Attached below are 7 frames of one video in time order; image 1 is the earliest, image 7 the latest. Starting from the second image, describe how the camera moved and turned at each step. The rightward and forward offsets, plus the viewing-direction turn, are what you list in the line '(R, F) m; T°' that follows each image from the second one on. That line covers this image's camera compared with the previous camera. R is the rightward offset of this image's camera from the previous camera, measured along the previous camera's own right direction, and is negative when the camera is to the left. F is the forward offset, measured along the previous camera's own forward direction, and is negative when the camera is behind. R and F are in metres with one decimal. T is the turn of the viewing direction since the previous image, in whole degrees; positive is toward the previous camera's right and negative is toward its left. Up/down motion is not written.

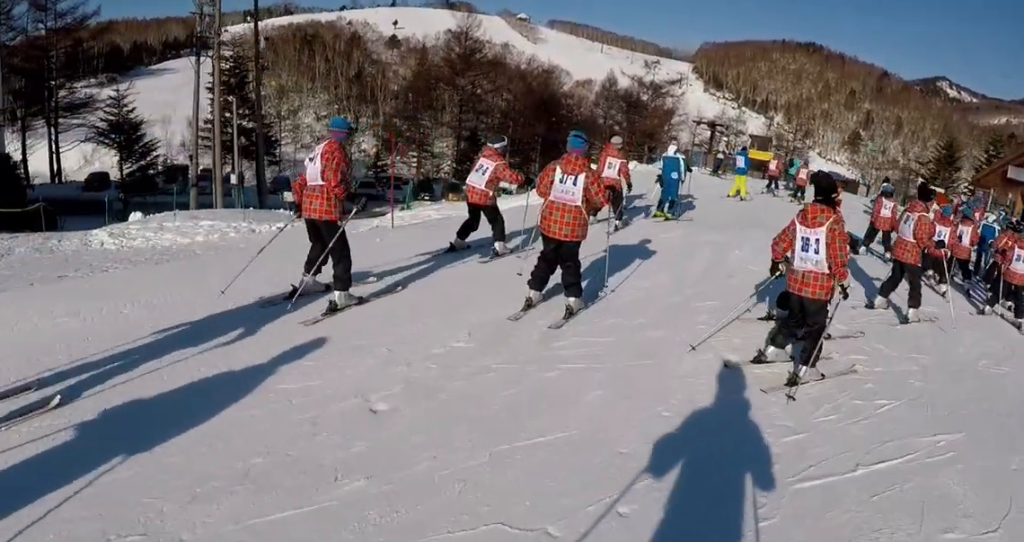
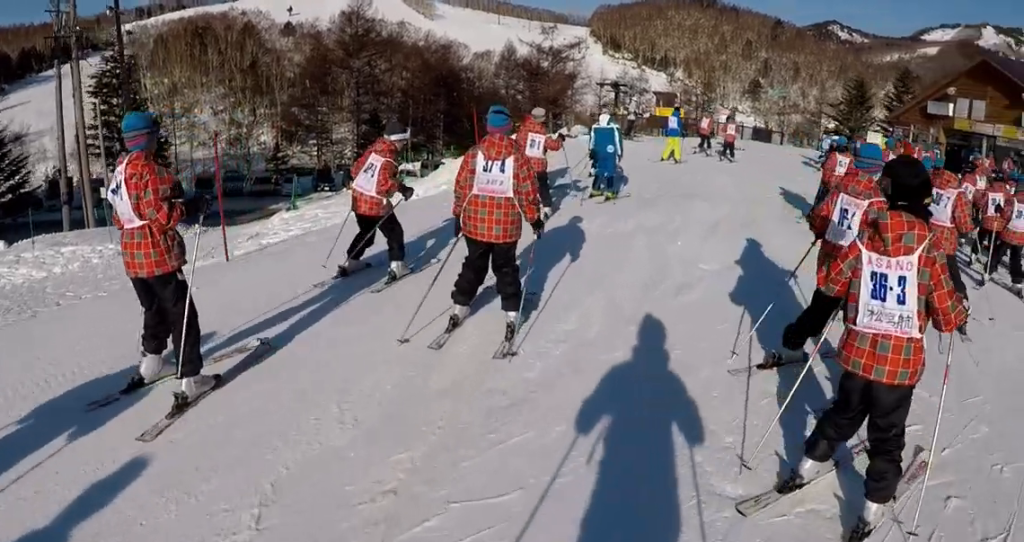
(0.0, +2.5) m; 0°
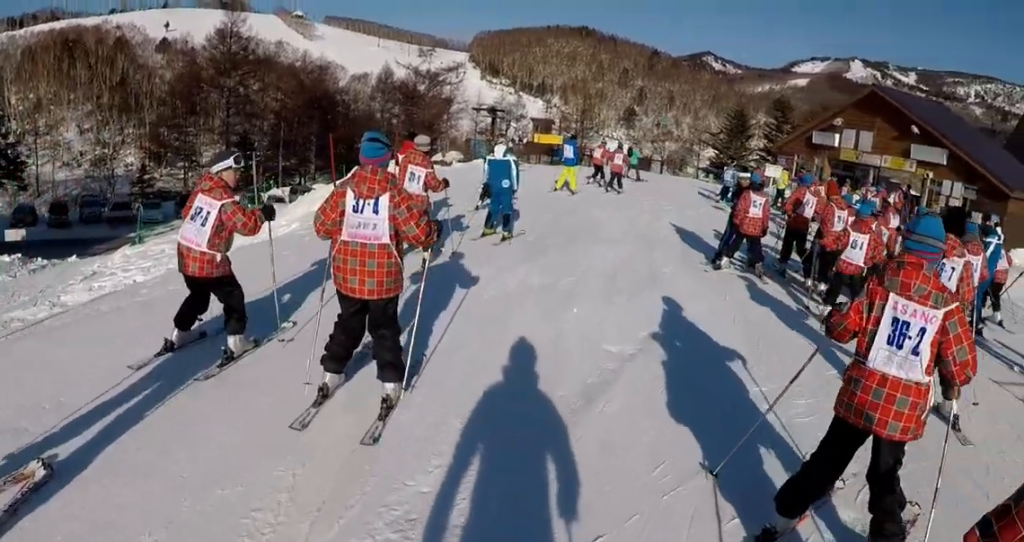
(0.0, +1.9) m; 0°
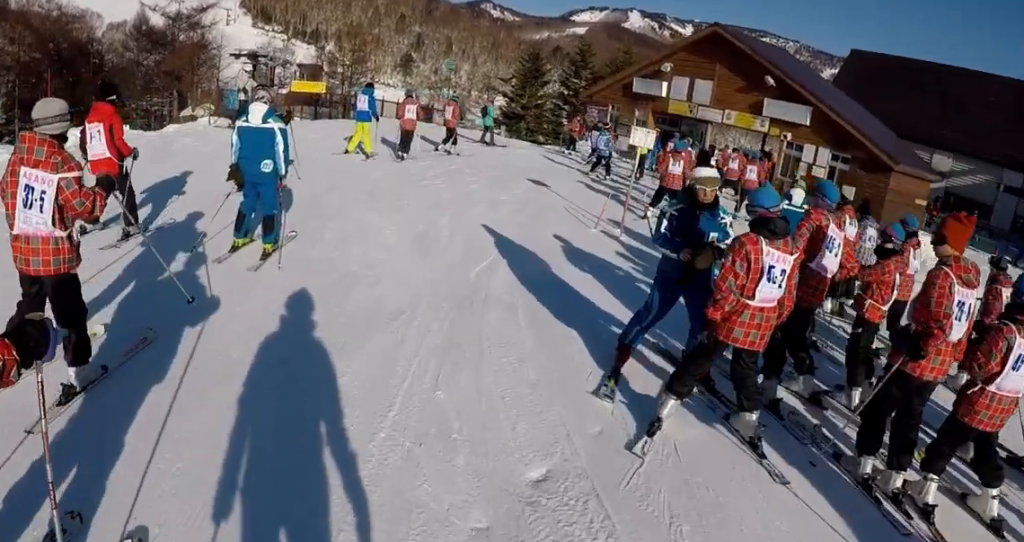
(+0.5, +7.0) m; +17°
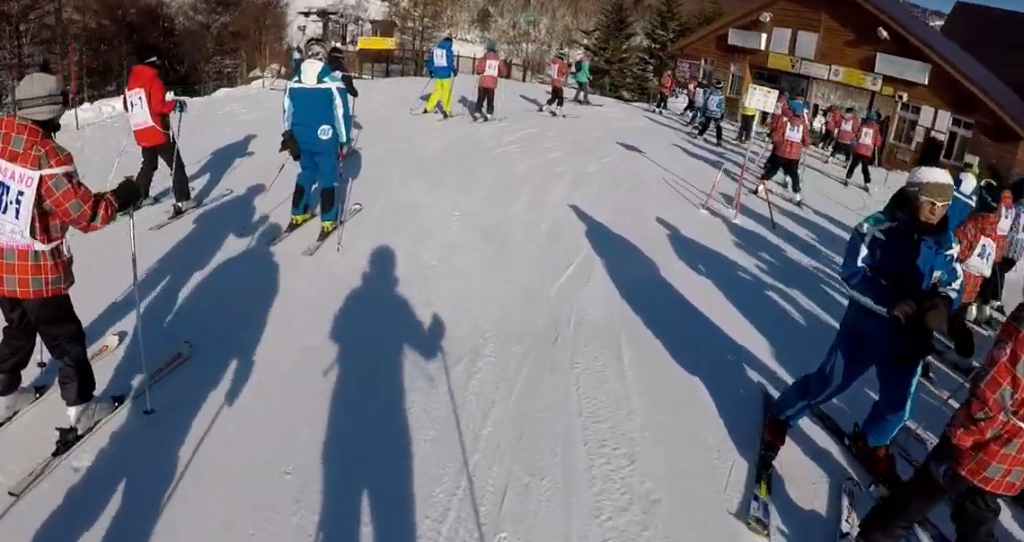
(+0.5, +1.6) m; 0°
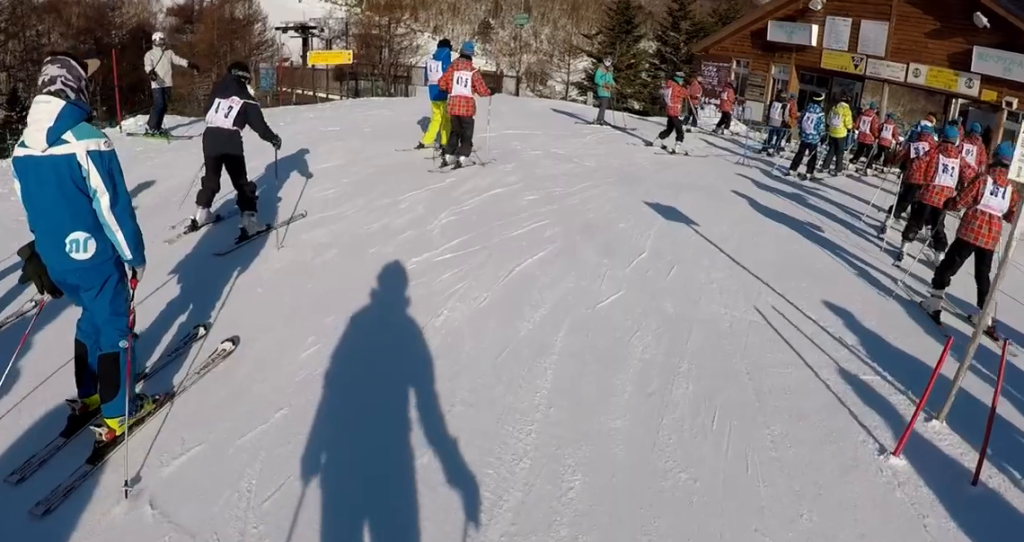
(-0.3, +5.4) m; +2°
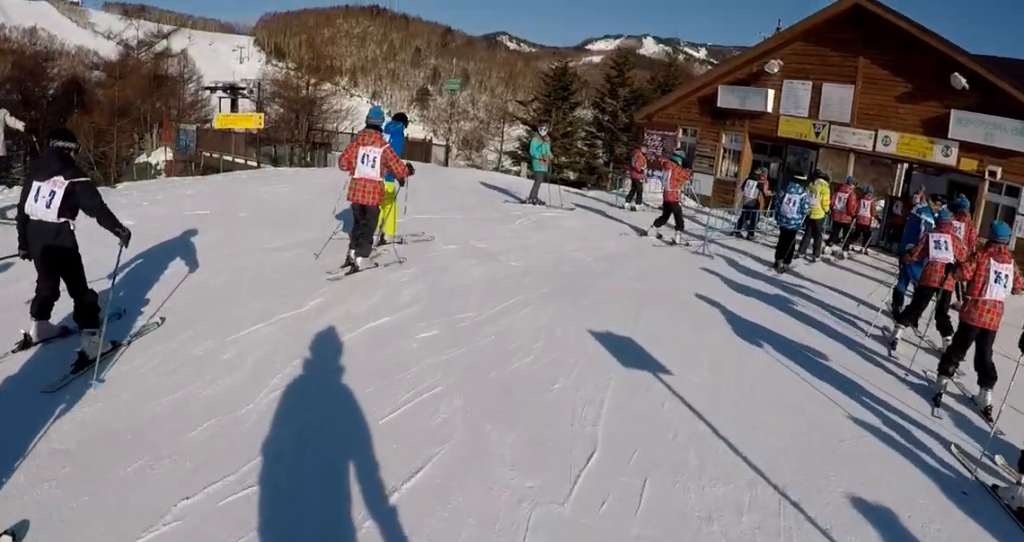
(+0.4, +2.1) m; 0°
